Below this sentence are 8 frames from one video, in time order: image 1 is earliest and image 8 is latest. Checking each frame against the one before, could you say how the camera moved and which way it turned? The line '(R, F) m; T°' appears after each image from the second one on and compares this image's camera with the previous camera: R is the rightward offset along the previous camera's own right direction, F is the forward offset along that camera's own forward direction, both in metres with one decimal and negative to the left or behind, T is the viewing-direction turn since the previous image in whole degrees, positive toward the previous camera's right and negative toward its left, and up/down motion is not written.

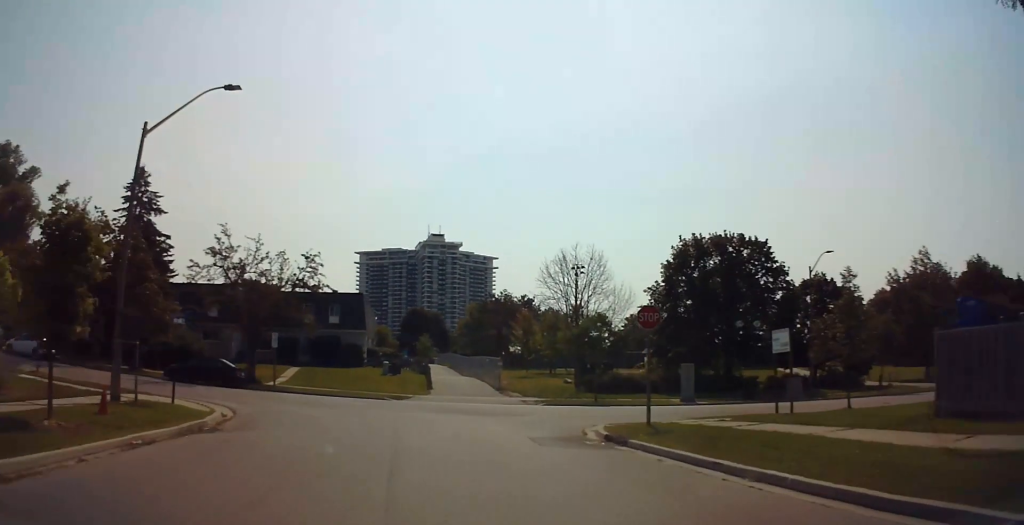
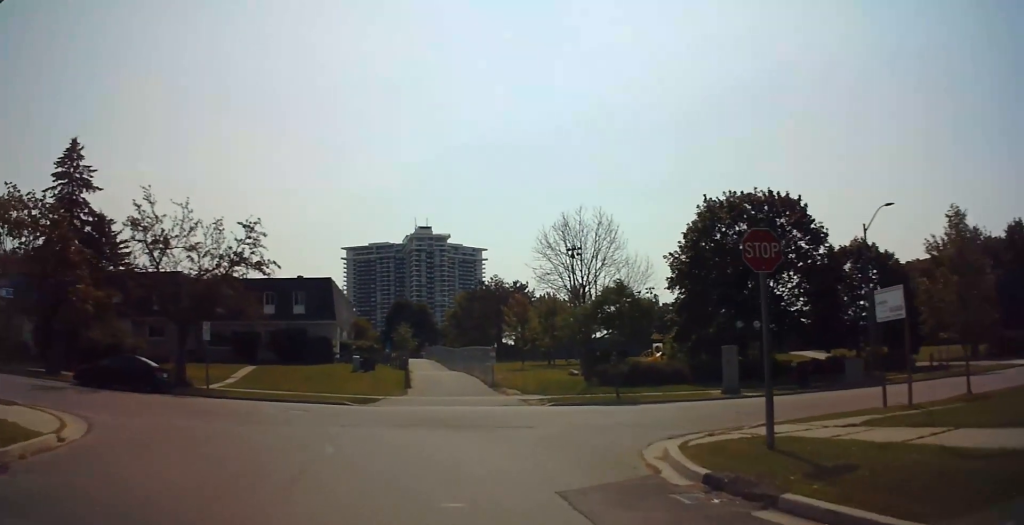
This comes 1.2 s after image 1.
(0.0, +7.6) m; +1°
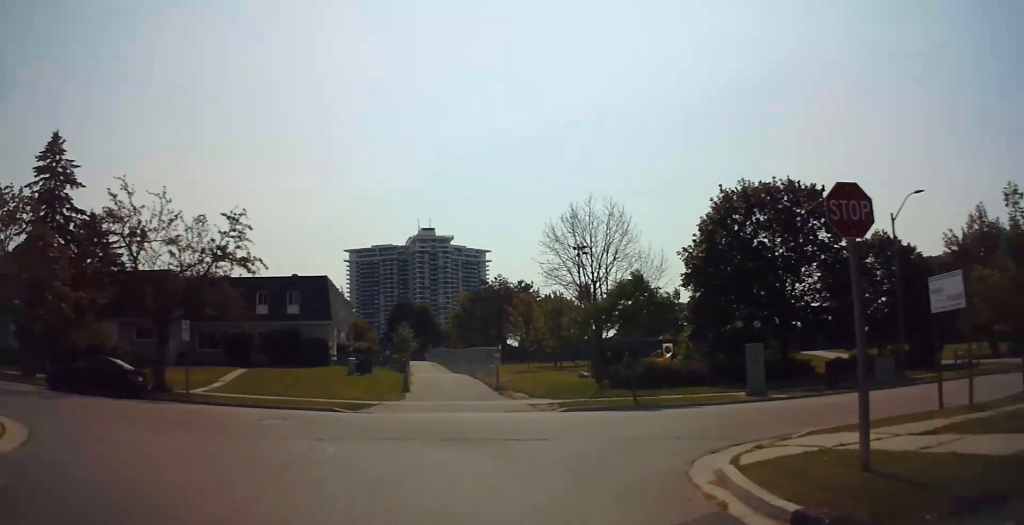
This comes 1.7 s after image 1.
(0.0, +2.4) m; 0°
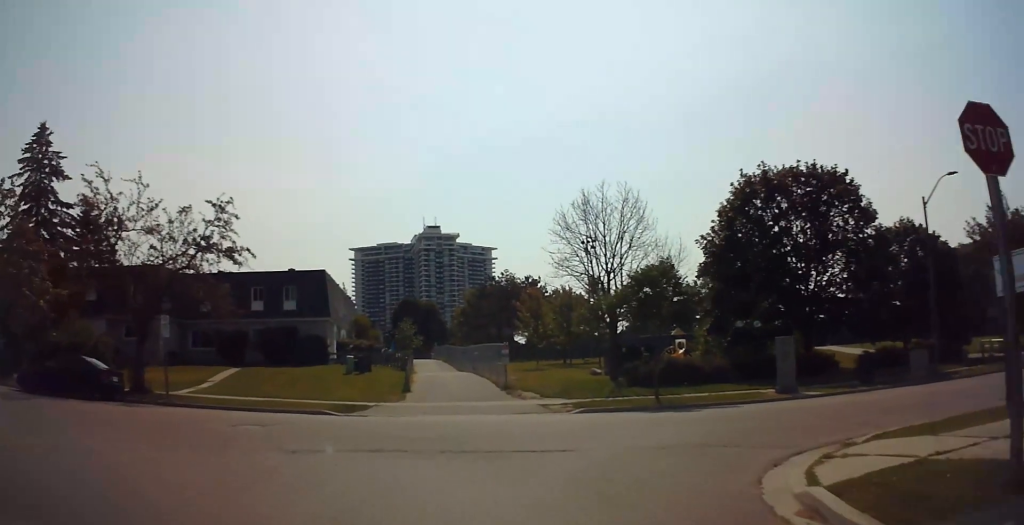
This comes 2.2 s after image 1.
(+0.1, +2.3) m; +1°
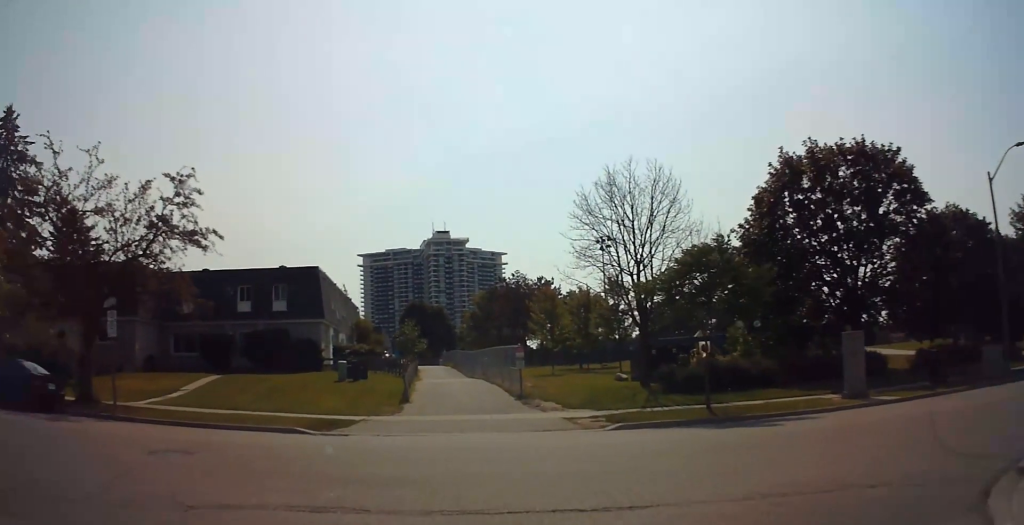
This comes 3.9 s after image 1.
(-0.1, +5.1) m; -3°
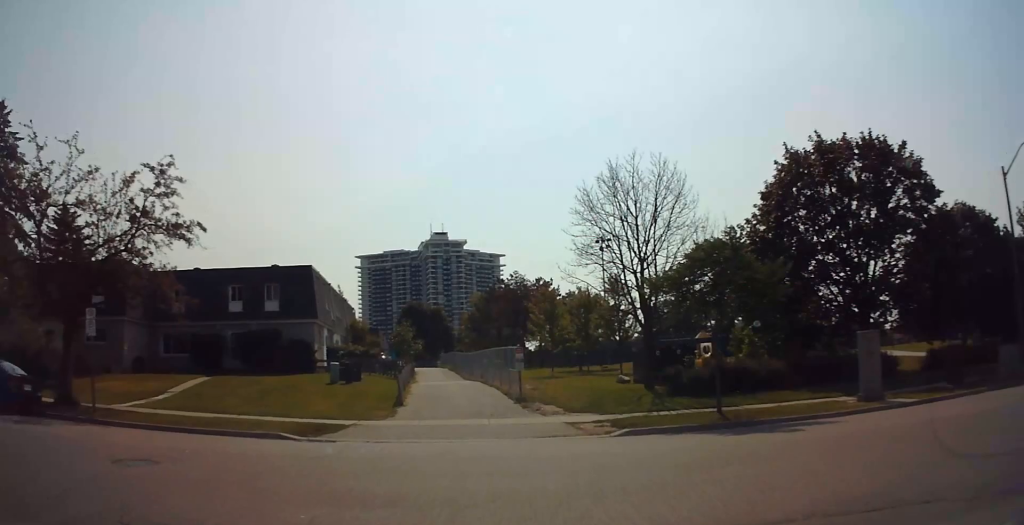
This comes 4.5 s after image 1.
(-0.1, +1.4) m; +1°
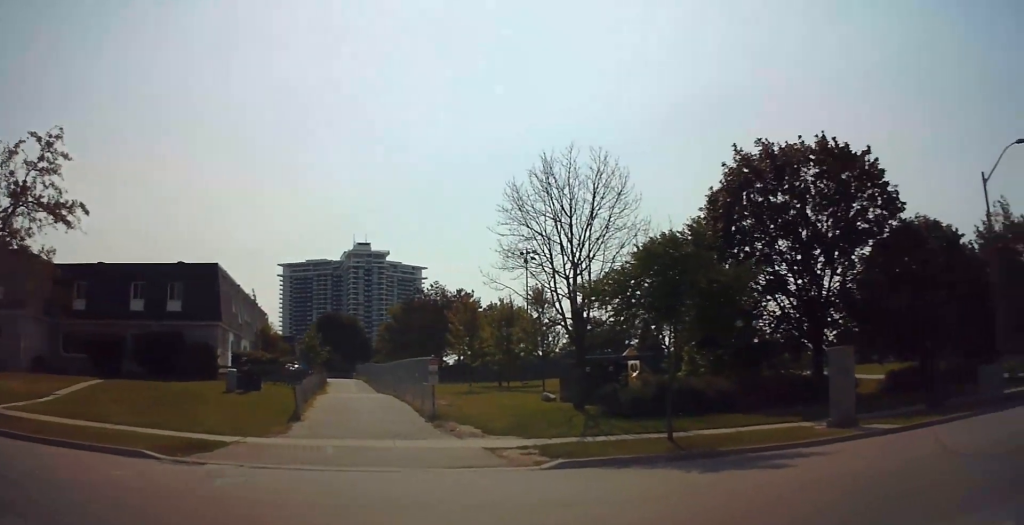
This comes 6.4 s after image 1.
(+0.3, +4.2) m; +23°
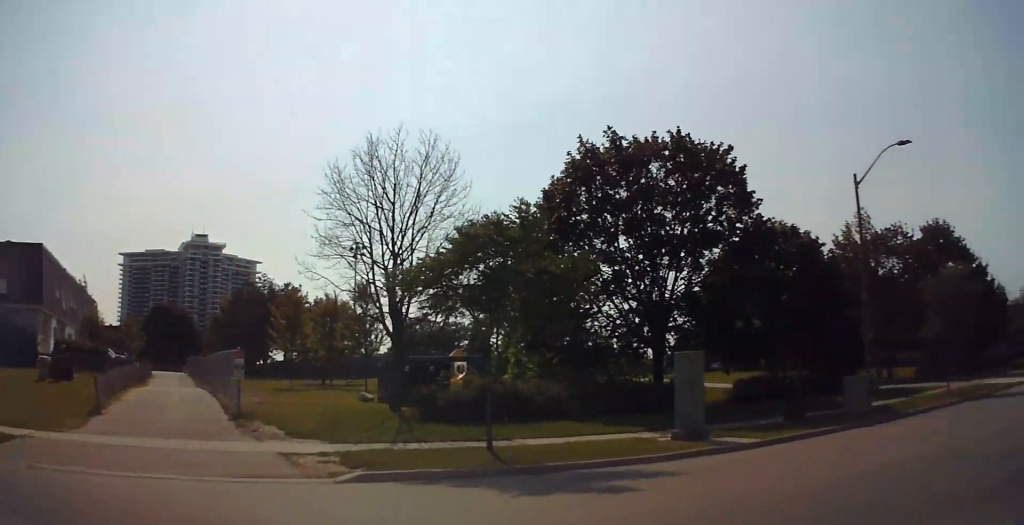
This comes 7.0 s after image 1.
(+0.5, +2.2) m; +14°
